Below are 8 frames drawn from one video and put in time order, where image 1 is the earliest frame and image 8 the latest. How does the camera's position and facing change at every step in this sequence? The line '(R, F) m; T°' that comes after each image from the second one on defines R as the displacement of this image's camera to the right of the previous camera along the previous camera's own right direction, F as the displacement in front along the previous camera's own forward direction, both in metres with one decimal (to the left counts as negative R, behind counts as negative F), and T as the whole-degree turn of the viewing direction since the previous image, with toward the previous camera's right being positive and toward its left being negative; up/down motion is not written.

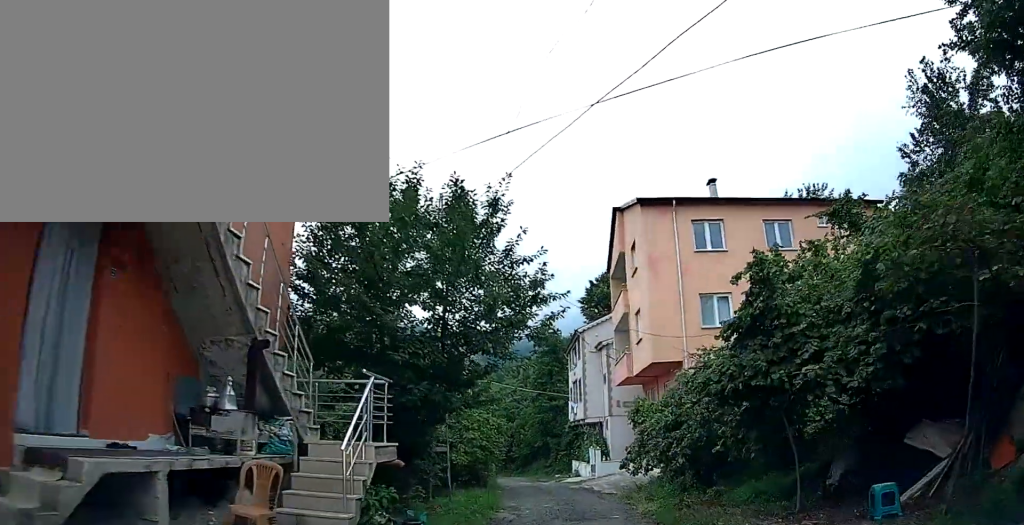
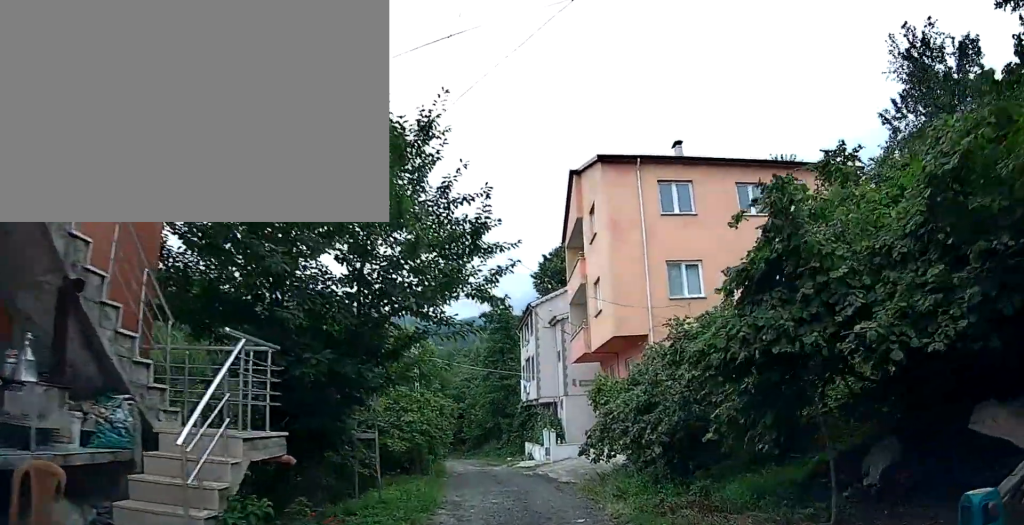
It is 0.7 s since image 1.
(+0.1, +2.6) m; +4°
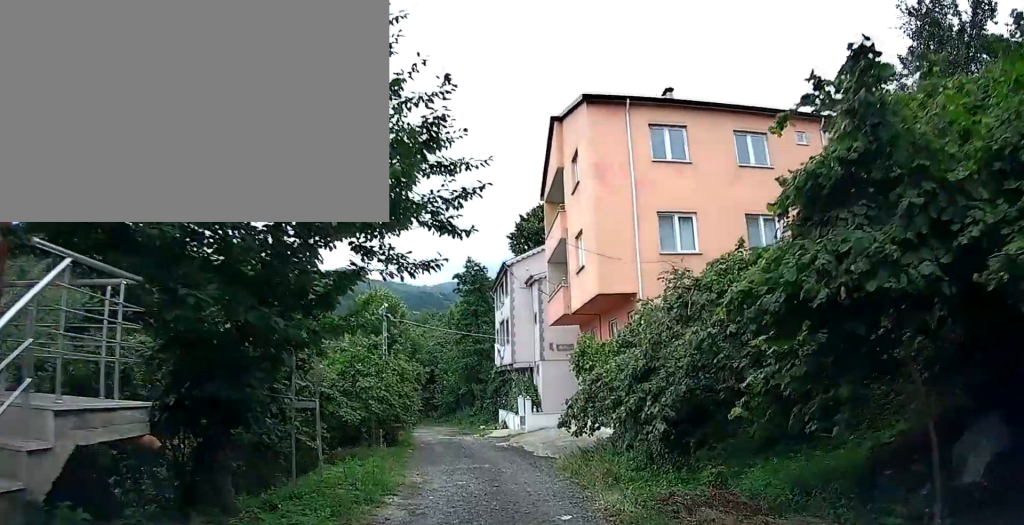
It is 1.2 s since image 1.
(+0.1, +2.2) m; +2°
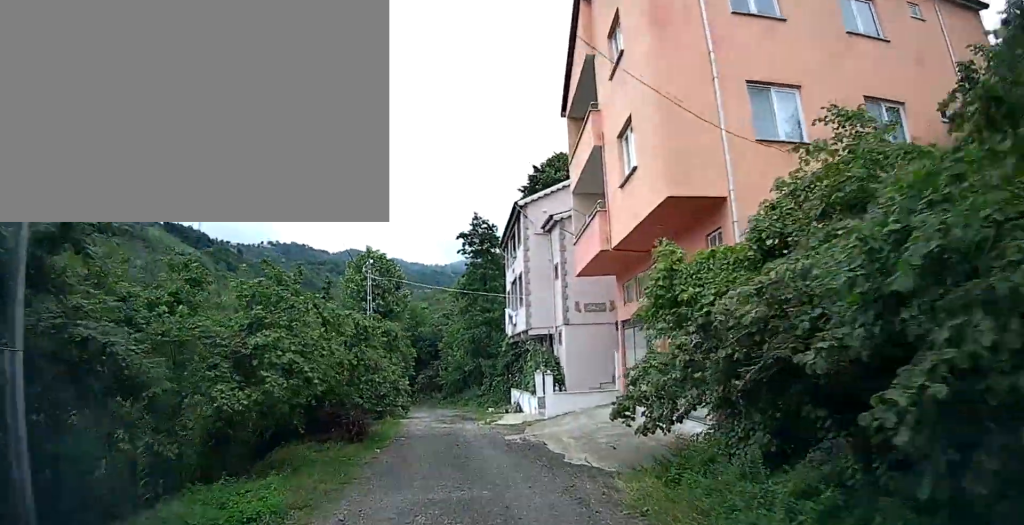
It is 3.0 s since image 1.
(-0.1, +7.1) m; -2°
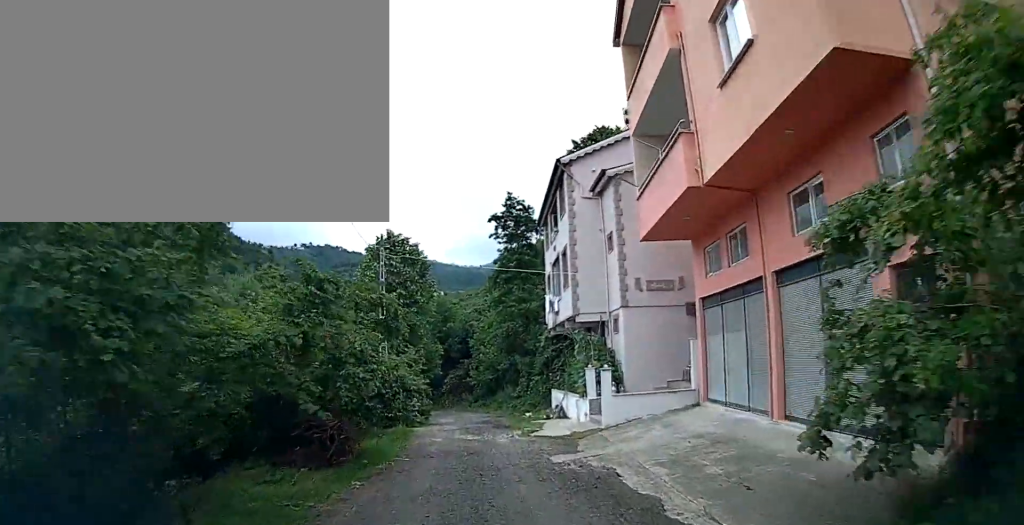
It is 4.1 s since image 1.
(-0.1, +5.0) m; -3°
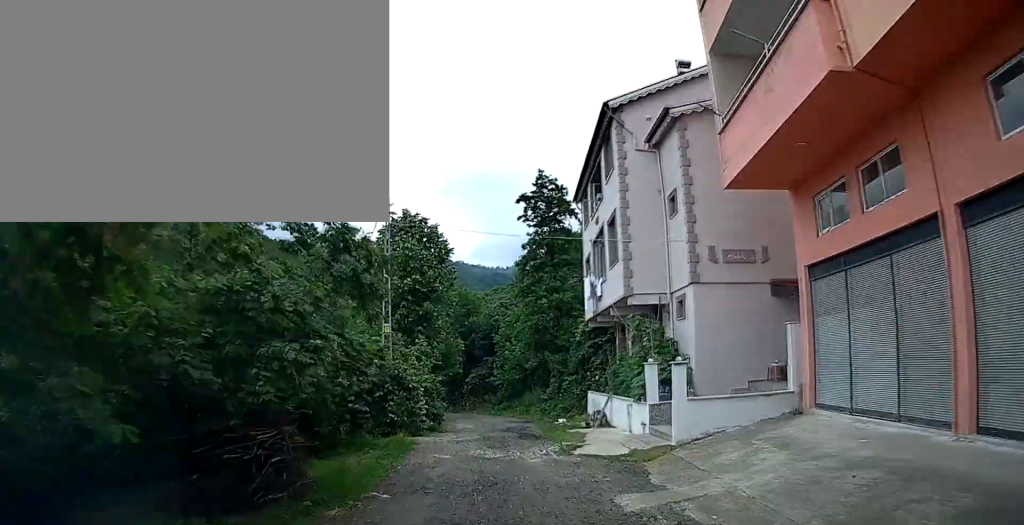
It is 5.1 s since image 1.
(-0.2, +4.5) m; -6°
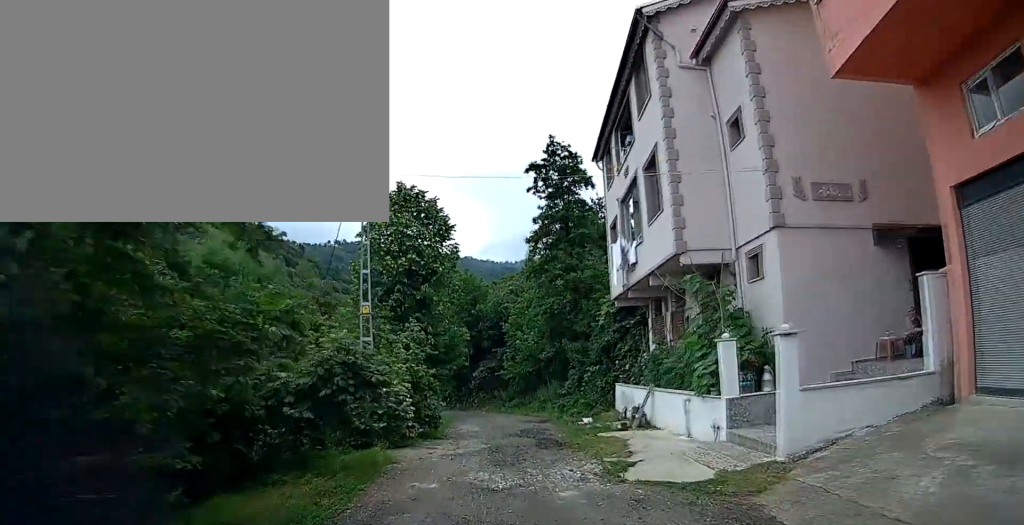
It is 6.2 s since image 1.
(-0.3, +4.5) m; -2°
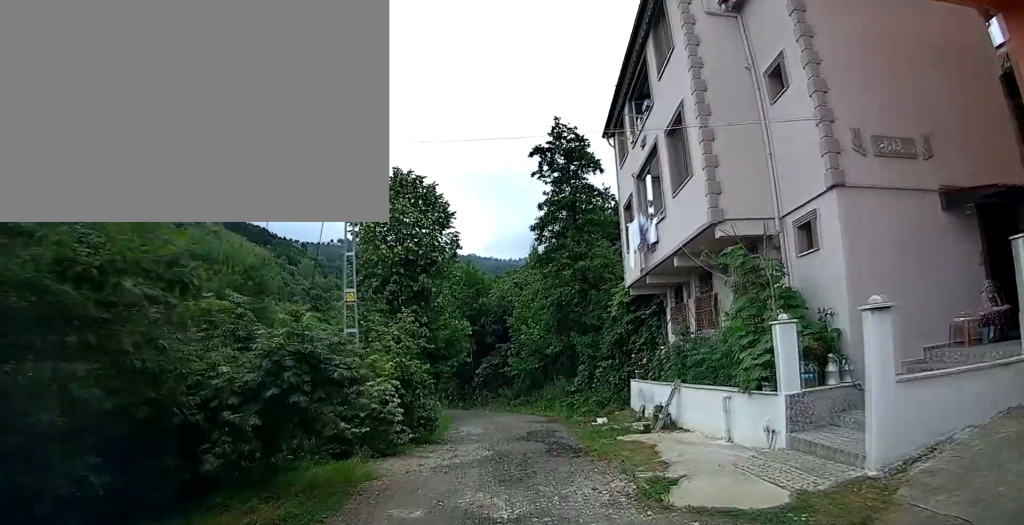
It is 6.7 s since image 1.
(0.0, +2.0) m; 0°
